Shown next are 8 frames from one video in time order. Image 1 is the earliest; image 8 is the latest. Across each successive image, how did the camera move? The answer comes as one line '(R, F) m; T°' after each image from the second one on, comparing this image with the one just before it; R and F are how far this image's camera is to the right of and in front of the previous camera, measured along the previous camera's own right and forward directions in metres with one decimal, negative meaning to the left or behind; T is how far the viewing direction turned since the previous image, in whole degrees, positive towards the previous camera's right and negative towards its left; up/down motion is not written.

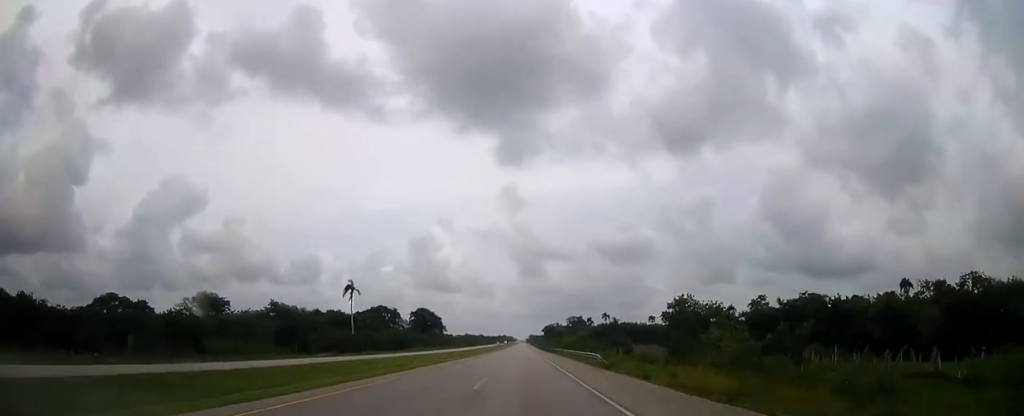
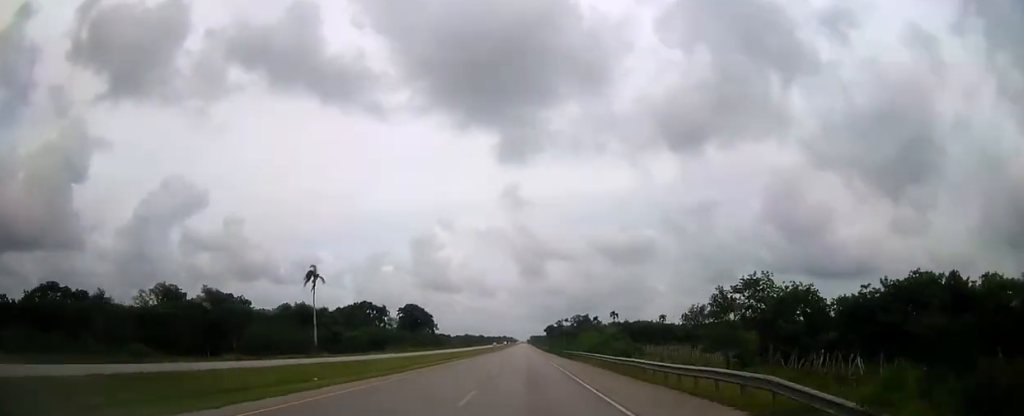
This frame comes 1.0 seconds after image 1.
(0.0, +29.3) m; 0°
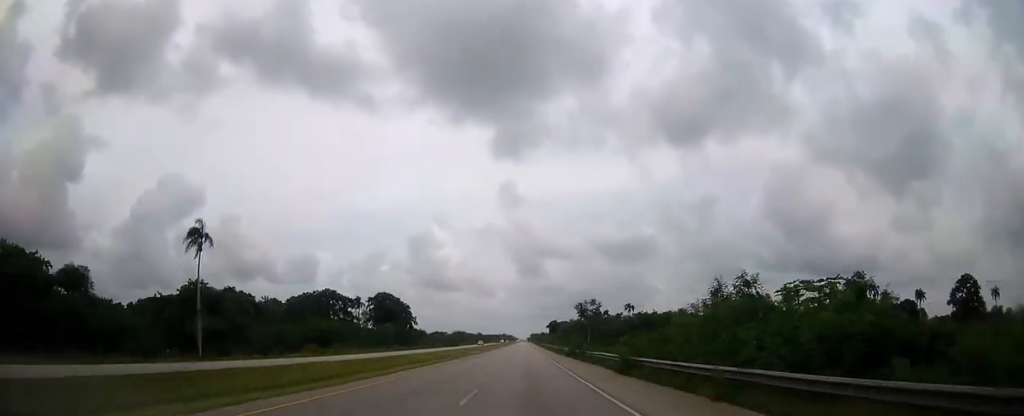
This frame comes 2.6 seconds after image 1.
(0.0, +46.6) m; 0°
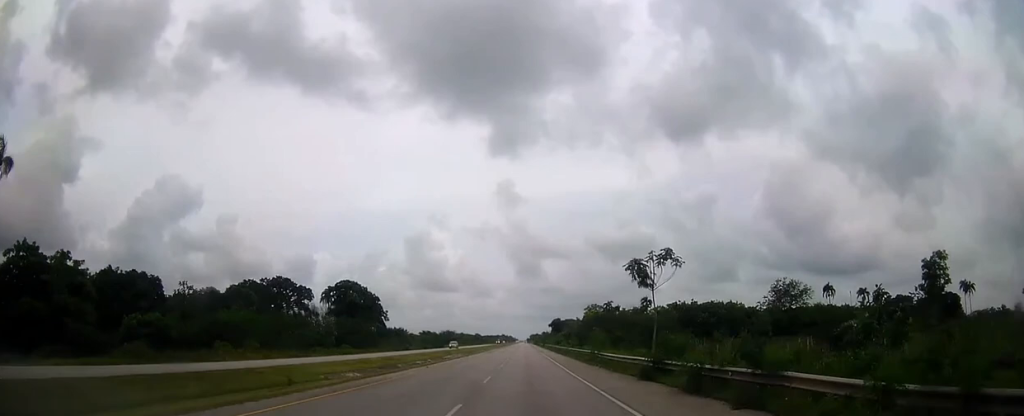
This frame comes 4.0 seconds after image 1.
(0.0, +41.0) m; 0°
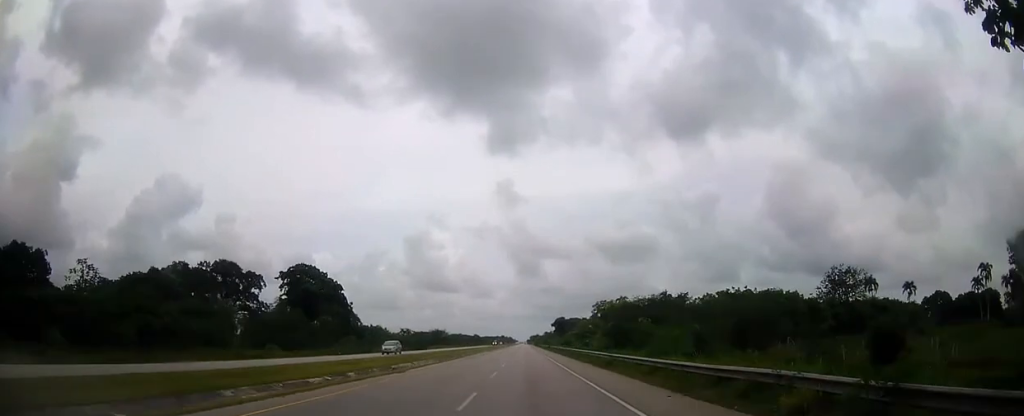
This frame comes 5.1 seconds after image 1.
(0.0, +32.5) m; 0°
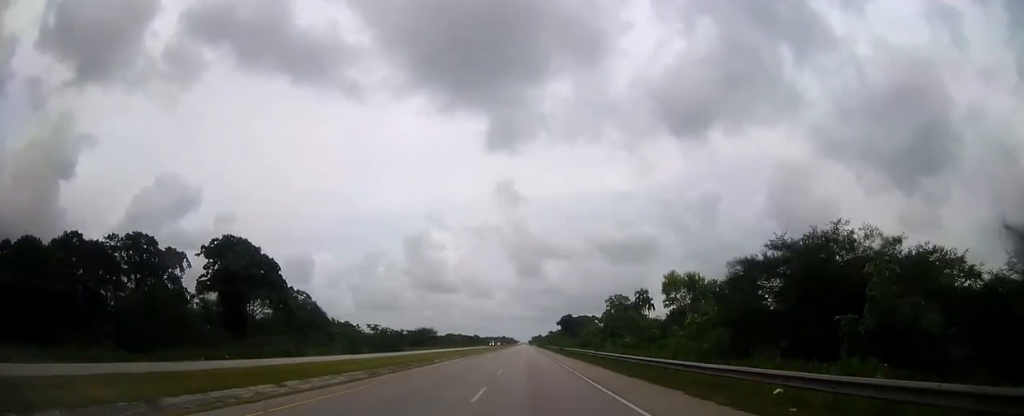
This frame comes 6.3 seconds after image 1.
(0.0, +35.3) m; 0°
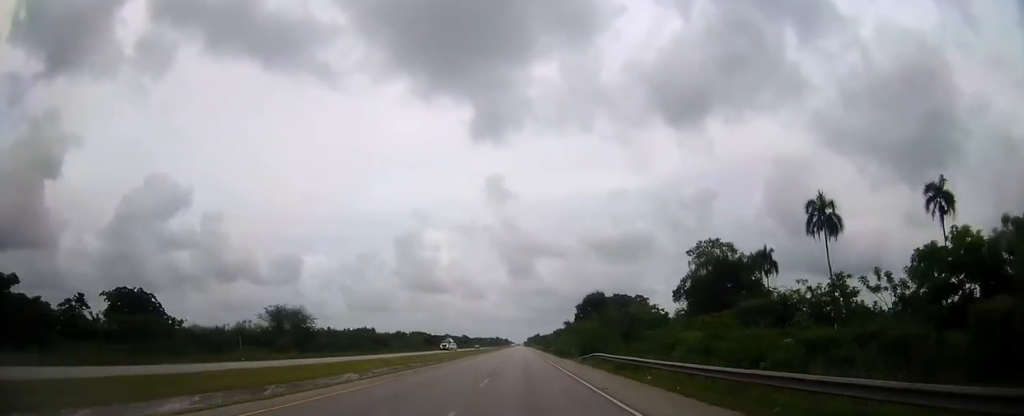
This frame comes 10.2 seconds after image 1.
(+0.2, +114.2) m; 0°
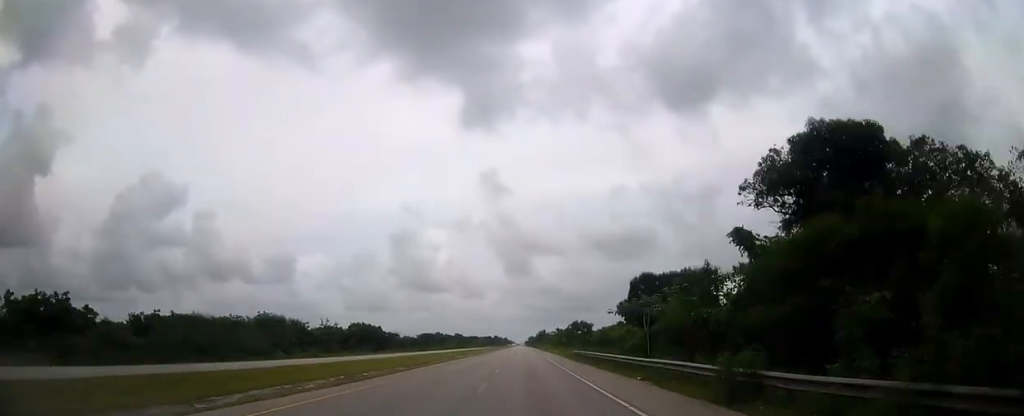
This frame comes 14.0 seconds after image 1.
(-0.1, +111.1) m; 0°
